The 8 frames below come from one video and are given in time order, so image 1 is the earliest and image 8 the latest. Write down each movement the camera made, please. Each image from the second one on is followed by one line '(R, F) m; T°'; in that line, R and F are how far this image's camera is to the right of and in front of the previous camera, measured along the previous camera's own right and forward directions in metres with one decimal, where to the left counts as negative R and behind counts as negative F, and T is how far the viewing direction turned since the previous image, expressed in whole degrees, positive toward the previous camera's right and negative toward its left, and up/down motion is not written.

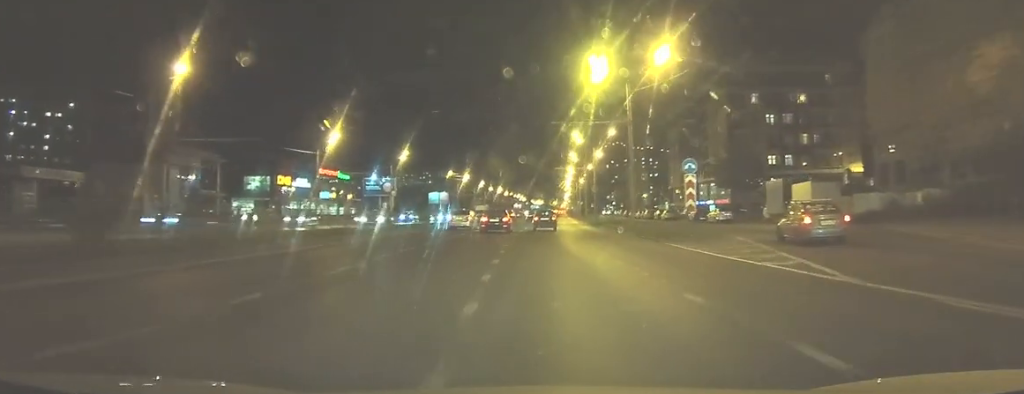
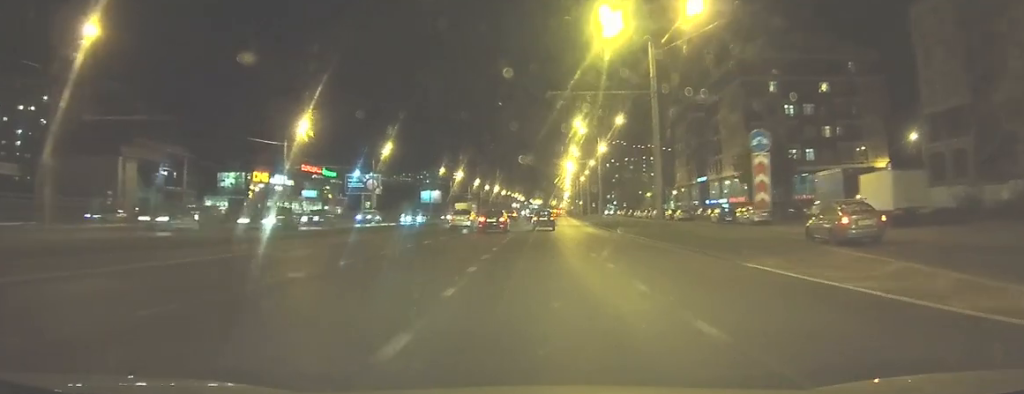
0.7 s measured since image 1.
(0.0, +10.5) m; -1°
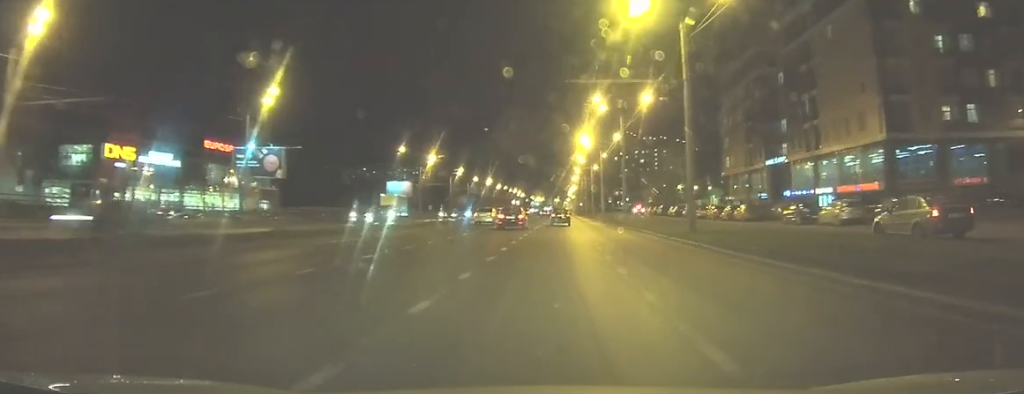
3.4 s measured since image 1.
(-0.5, +43.4) m; -1°
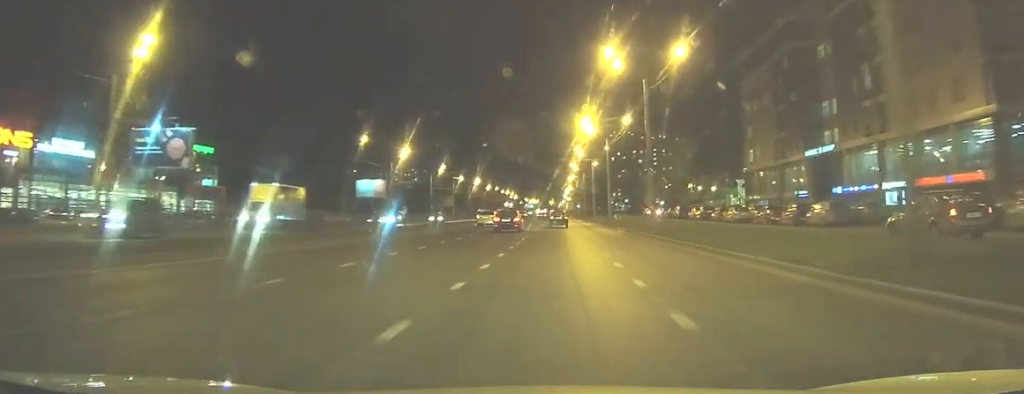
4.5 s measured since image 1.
(-0.1, +17.8) m; 0°
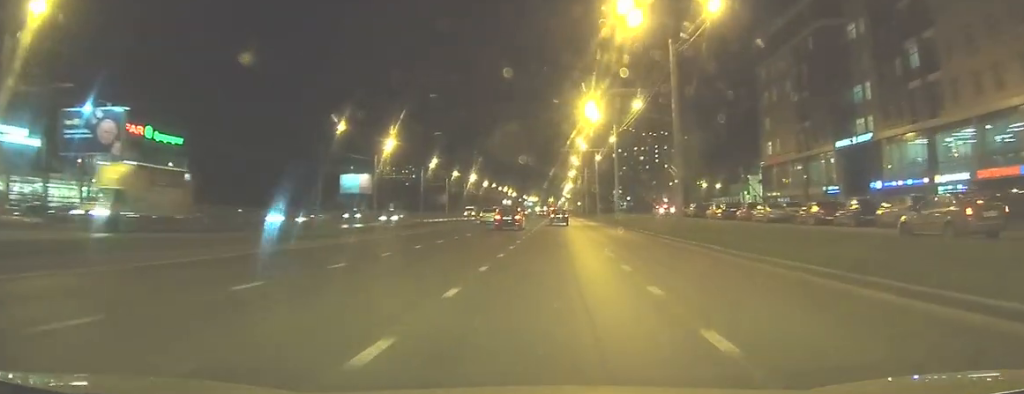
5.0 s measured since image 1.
(0.0, +9.2) m; 0°
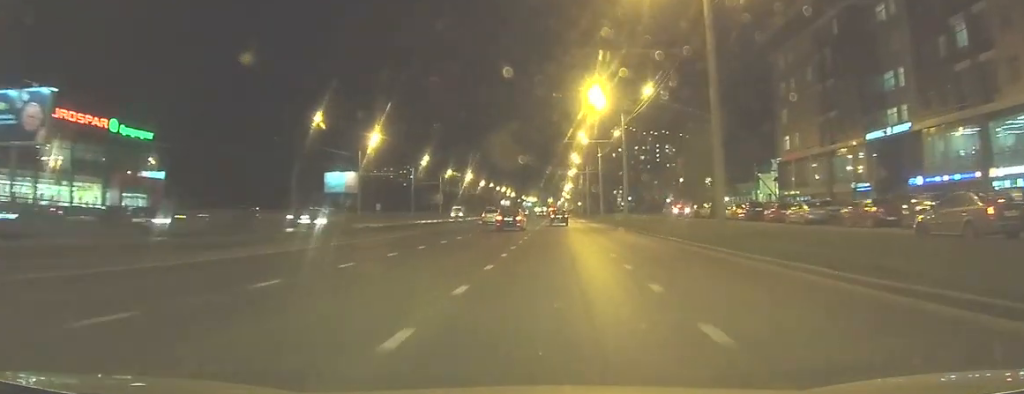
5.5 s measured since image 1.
(0.0, +7.6) m; 0°
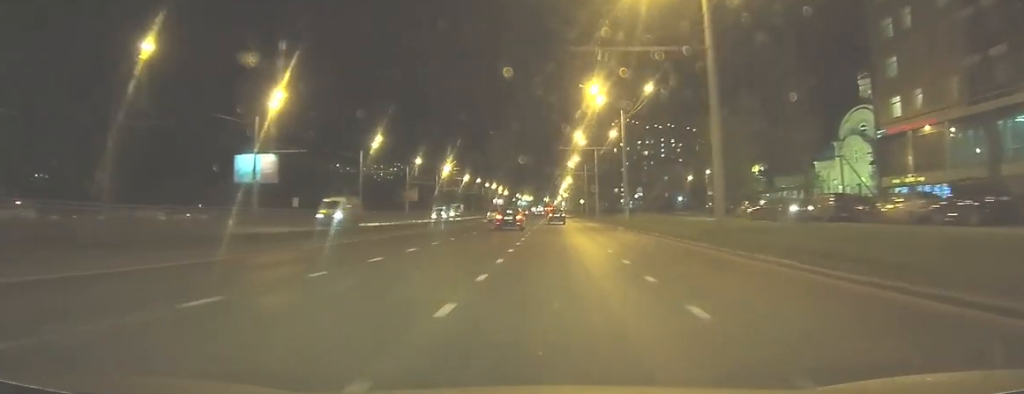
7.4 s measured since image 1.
(+0.2, +30.9) m; +1°
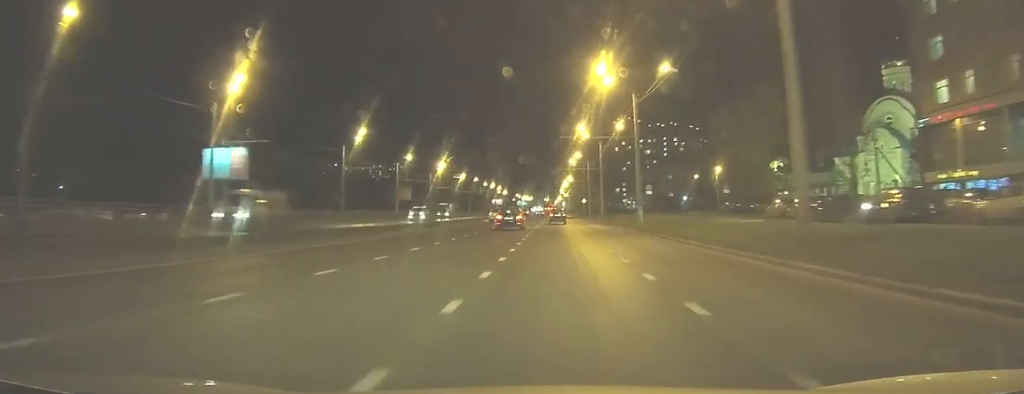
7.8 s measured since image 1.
(0.0, +7.8) m; +1°
